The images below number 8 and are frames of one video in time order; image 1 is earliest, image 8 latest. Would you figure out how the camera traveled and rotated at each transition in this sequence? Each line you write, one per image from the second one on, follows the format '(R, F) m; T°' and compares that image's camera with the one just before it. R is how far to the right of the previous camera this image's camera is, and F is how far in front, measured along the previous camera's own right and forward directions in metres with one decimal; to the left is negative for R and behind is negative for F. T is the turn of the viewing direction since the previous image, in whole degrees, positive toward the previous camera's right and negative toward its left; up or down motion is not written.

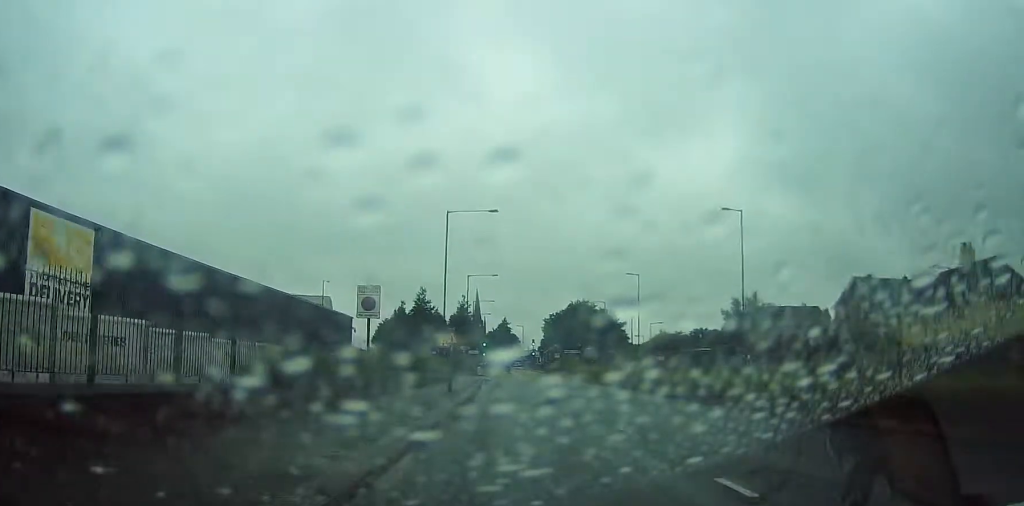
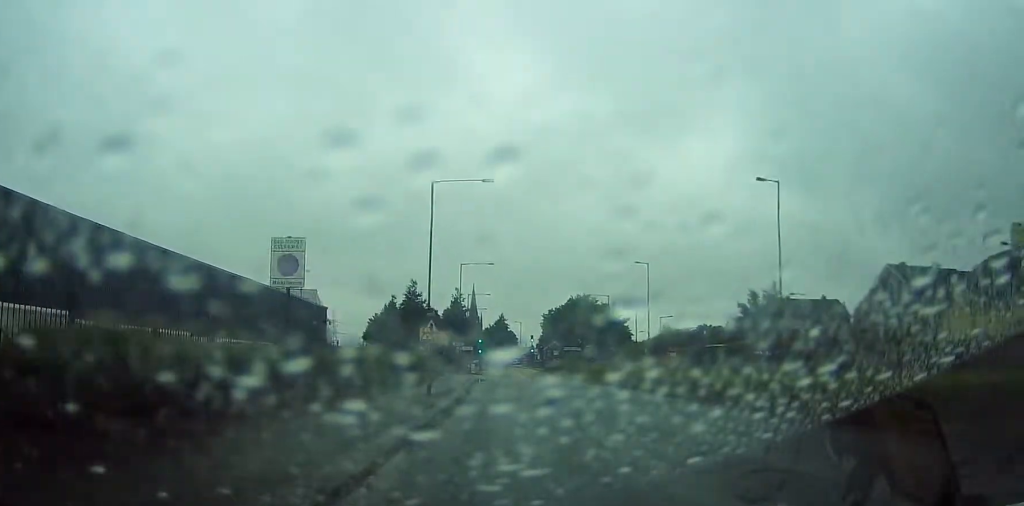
(-0.1, +7.9) m; 0°
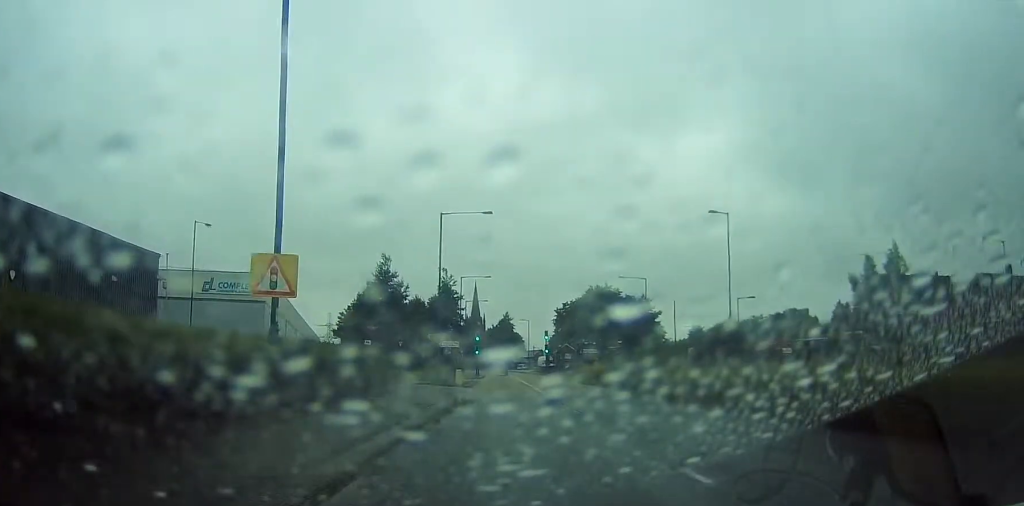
(-0.5, +28.1) m; 0°
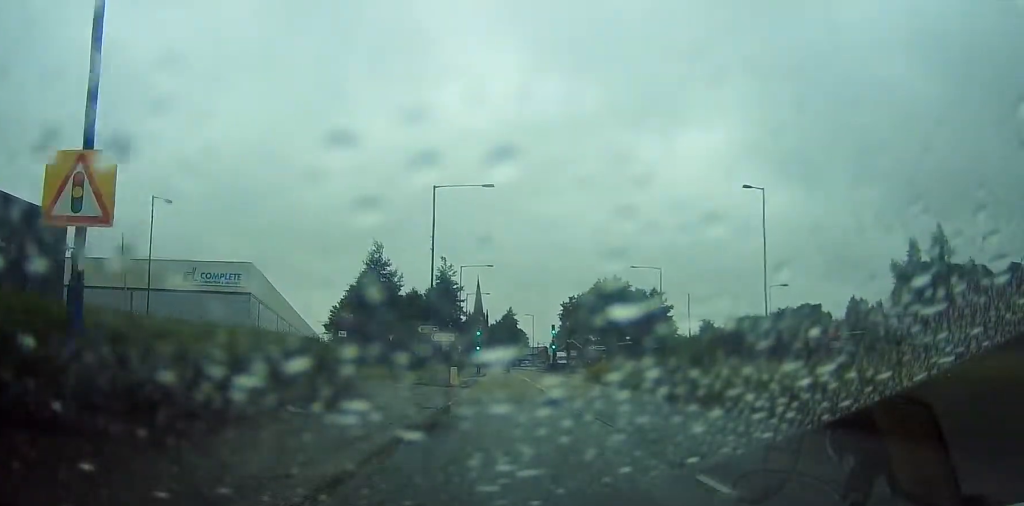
(+0.3, +6.7) m; 0°
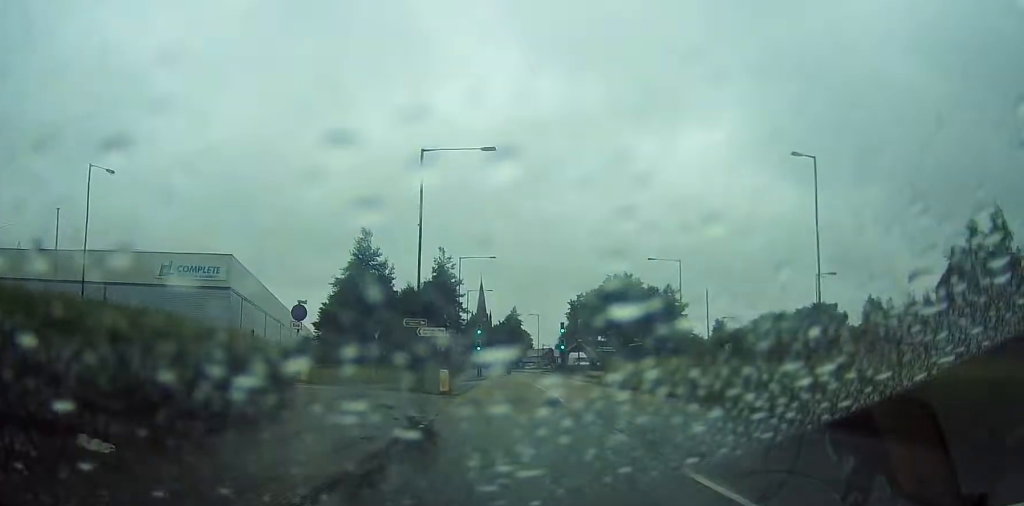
(+0.4, +7.7) m; 0°
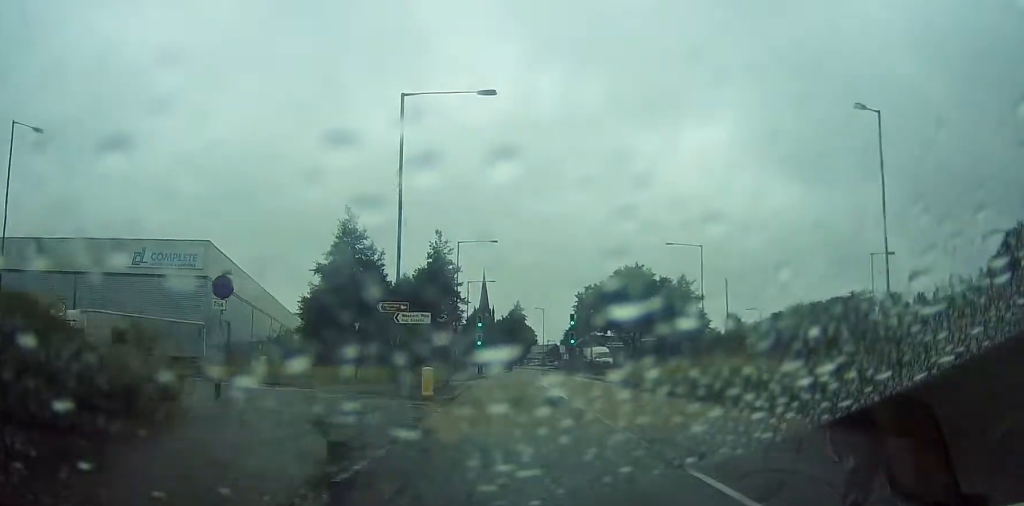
(-0.4, +7.2) m; -1°
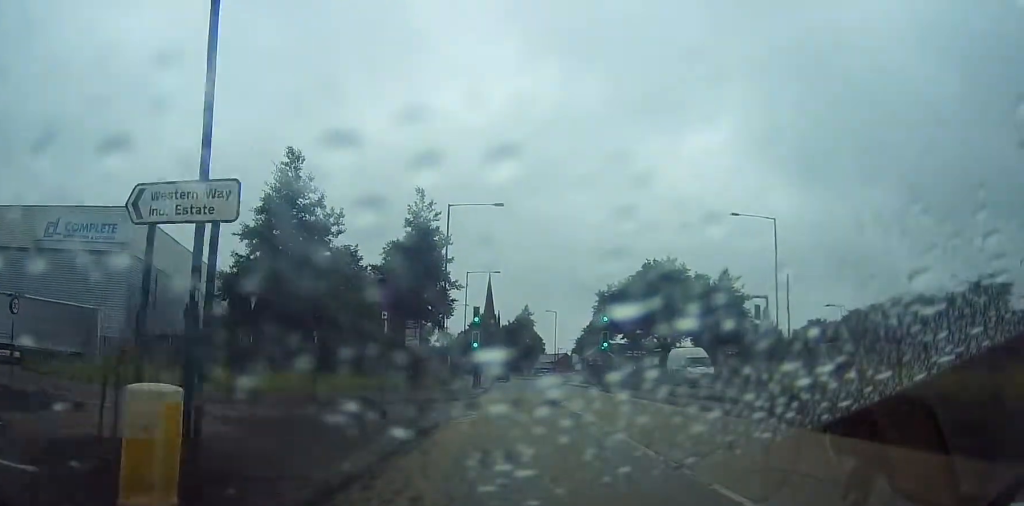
(-0.3, +17.9) m; 0°
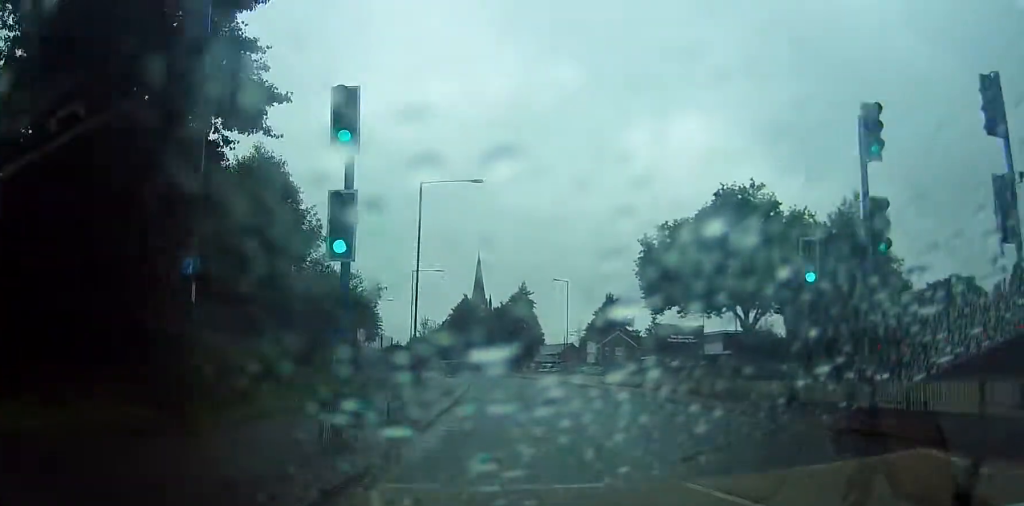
(+0.7, +35.8) m; -1°
